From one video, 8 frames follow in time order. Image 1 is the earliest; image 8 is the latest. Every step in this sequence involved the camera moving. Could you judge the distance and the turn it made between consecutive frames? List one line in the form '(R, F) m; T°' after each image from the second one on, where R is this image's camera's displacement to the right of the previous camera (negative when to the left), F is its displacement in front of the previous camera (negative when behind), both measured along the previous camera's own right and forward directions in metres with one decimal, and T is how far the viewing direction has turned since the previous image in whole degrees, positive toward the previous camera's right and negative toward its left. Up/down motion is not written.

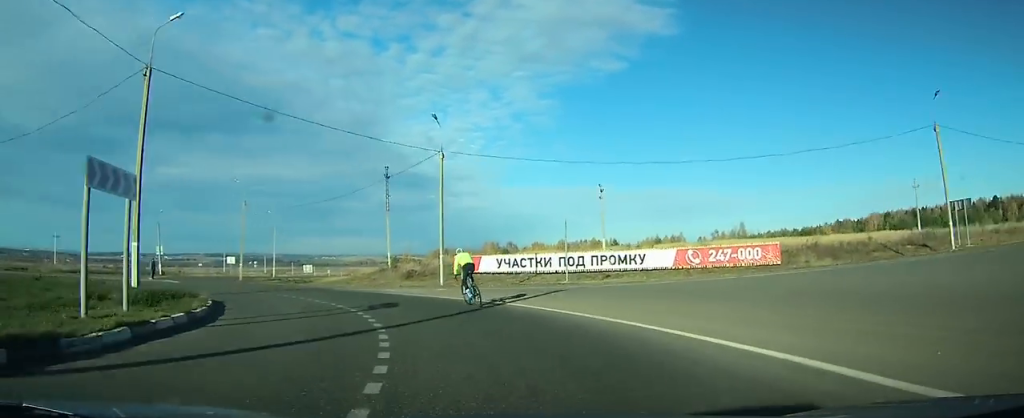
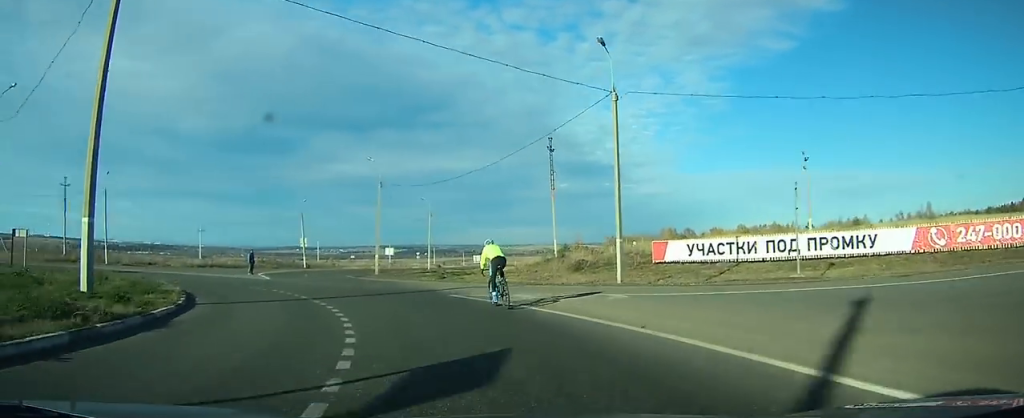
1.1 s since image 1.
(-0.3, +12.4) m; -7°
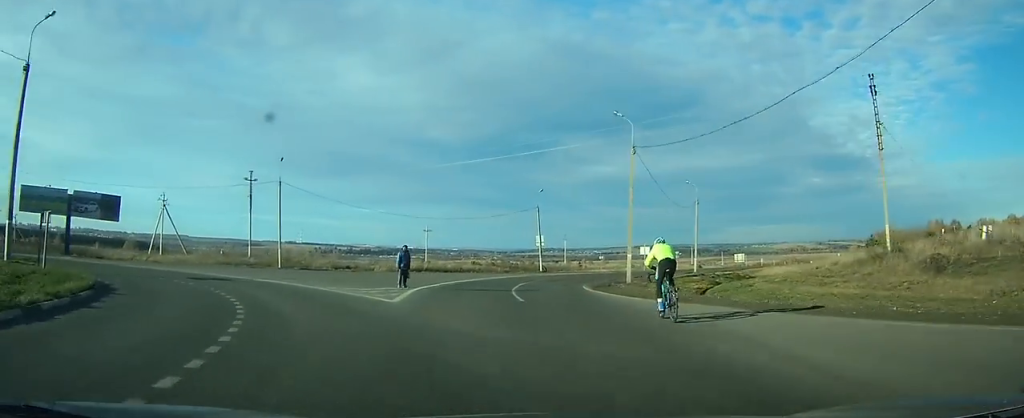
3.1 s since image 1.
(-2.7, +19.8) m; -19°
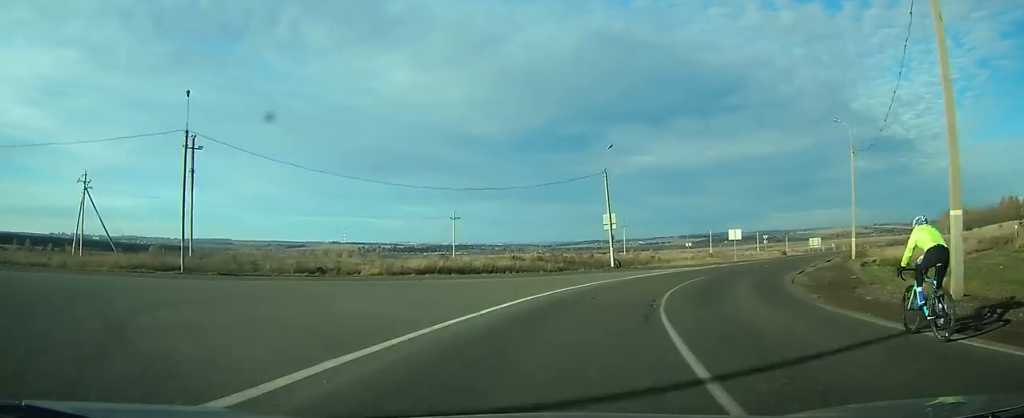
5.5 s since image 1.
(-6.2, +24.6) m; -18°
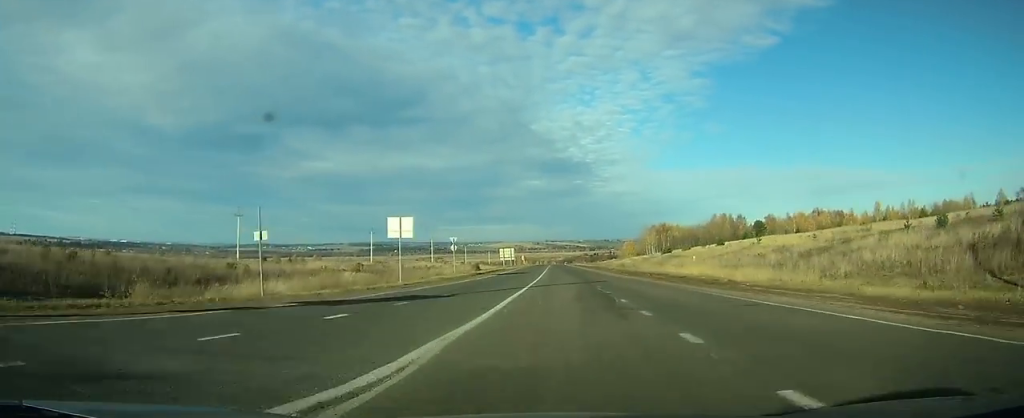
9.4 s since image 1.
(+3.0, +43.7) m; +16°
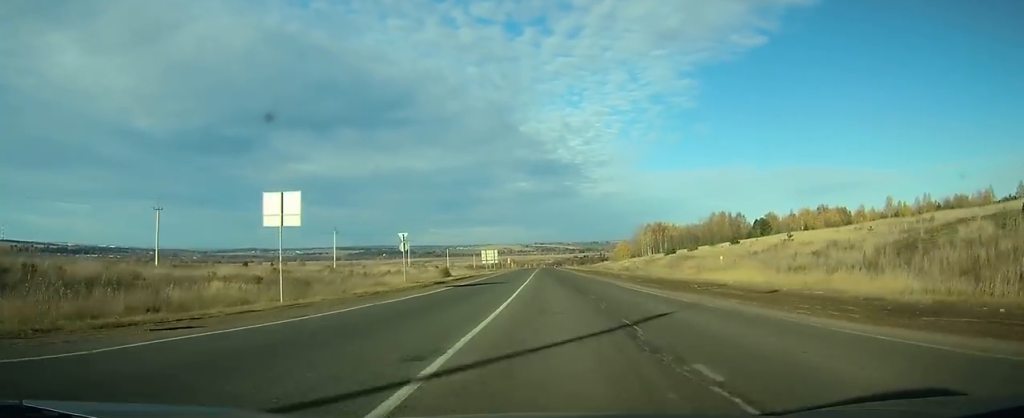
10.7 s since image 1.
(+1.0, +16.3) m; +8°
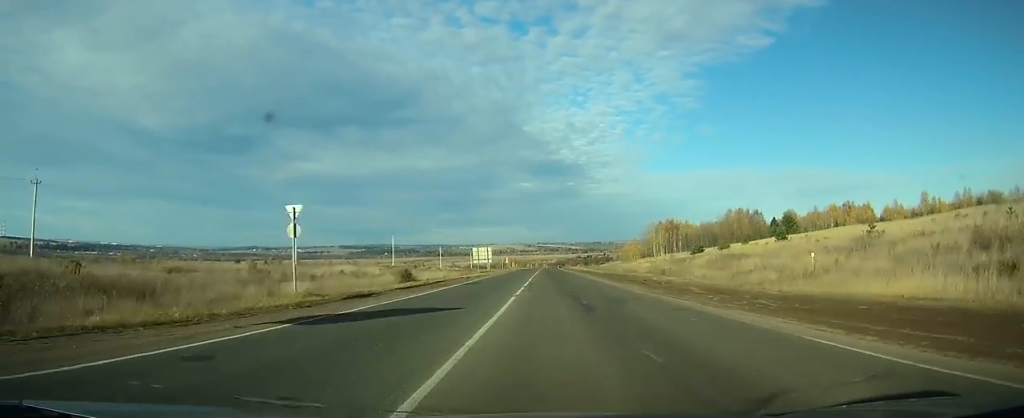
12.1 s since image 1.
(+1.3, +20.7) m; +3°
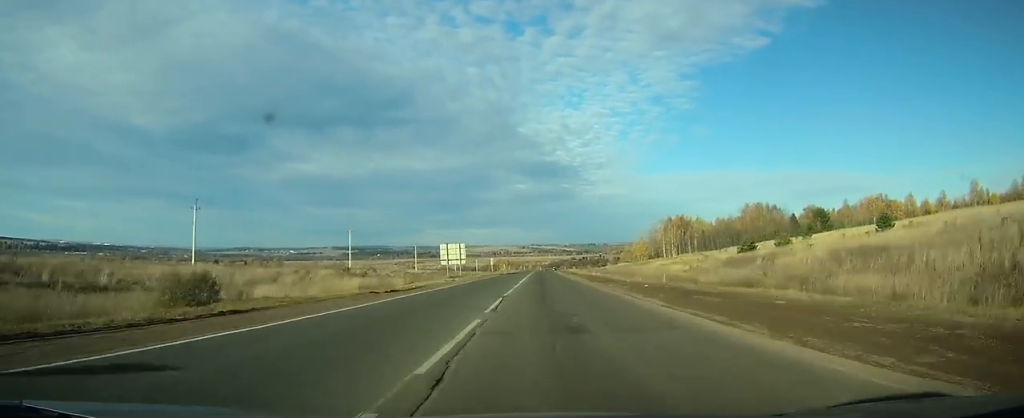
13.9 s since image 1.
(+0.6, +29.3) m; +1°
